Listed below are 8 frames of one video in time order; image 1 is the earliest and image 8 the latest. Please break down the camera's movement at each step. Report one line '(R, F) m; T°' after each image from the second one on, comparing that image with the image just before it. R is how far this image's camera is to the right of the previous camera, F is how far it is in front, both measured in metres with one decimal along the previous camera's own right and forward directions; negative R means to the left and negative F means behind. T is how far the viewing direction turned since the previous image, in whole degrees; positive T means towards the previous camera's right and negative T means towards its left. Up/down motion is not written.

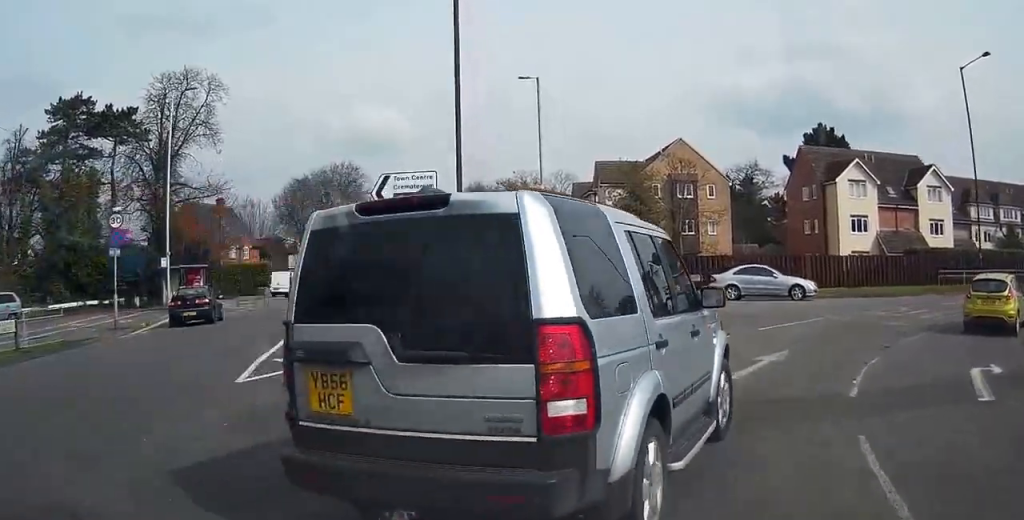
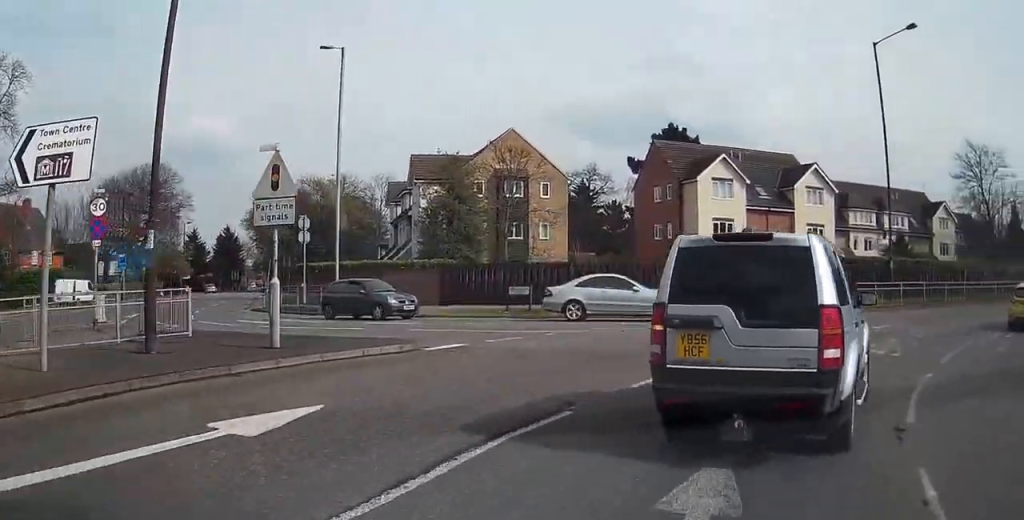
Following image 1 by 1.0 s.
(+1.0, +8.0) m; +11°
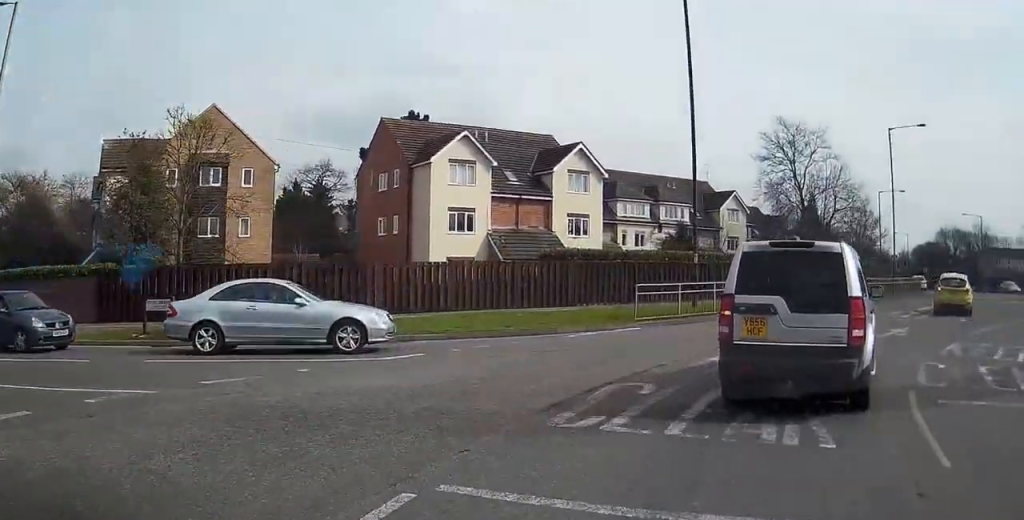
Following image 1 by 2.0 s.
(+0.6, +8.3) m; +14°
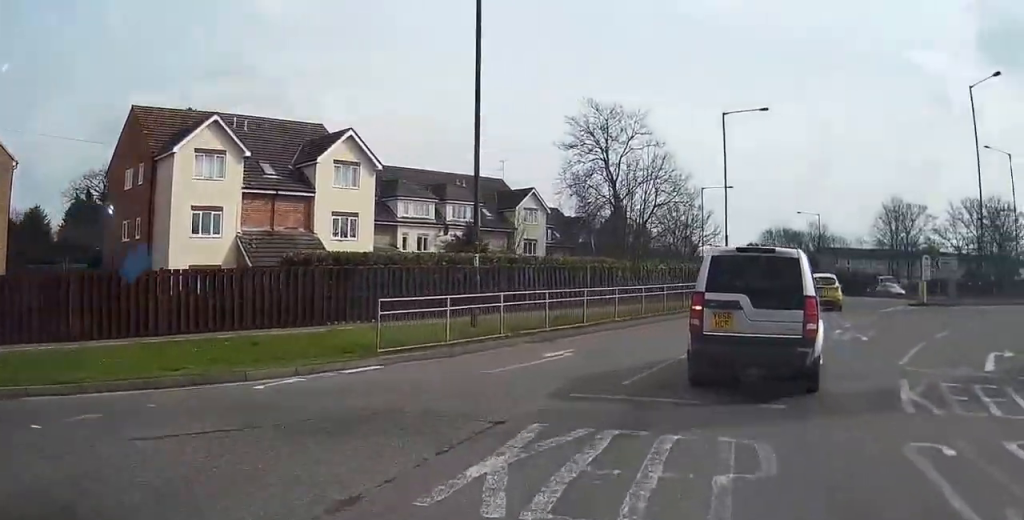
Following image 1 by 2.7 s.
(+0.6, +6.1) m; +13°
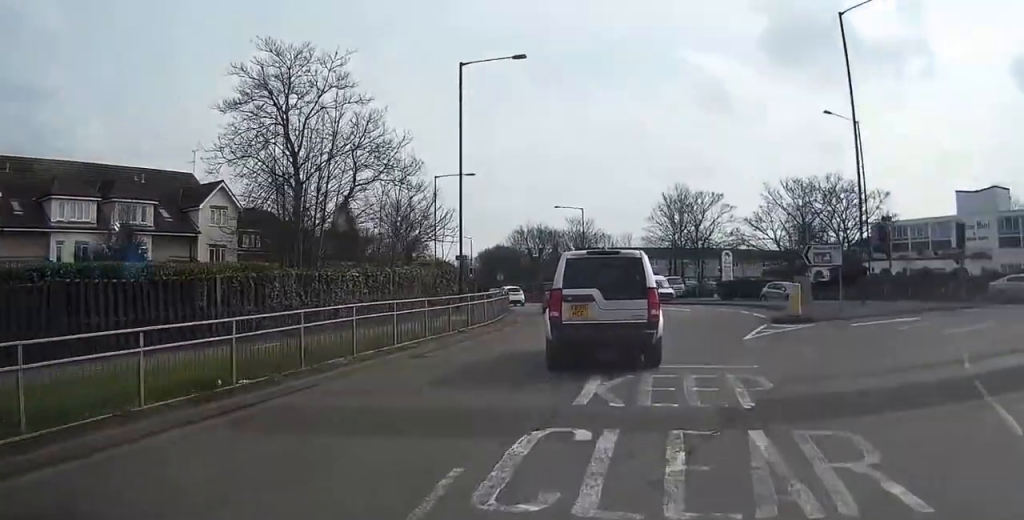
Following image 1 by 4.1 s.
(+2.3, +12.0) m; +12°
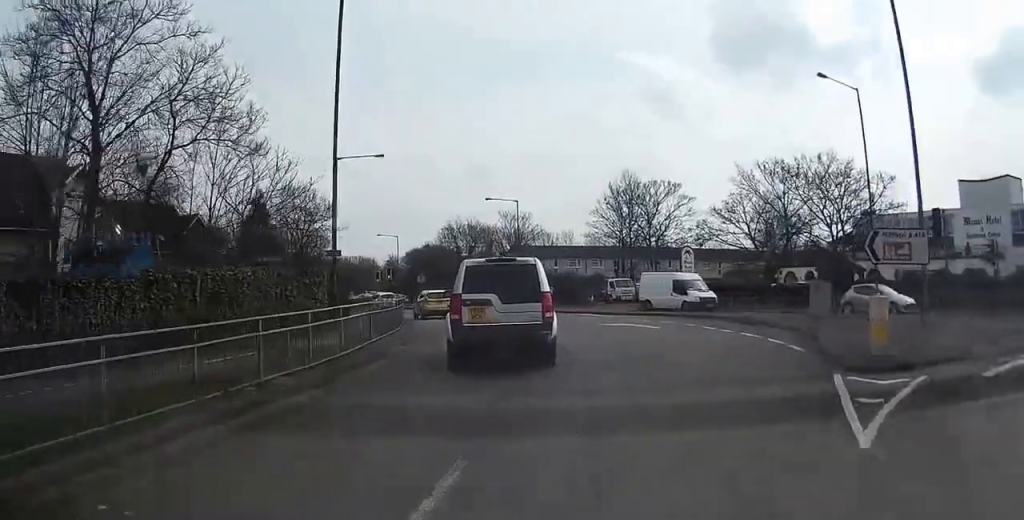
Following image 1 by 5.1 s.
(+0.2, +9.9) m; +9°
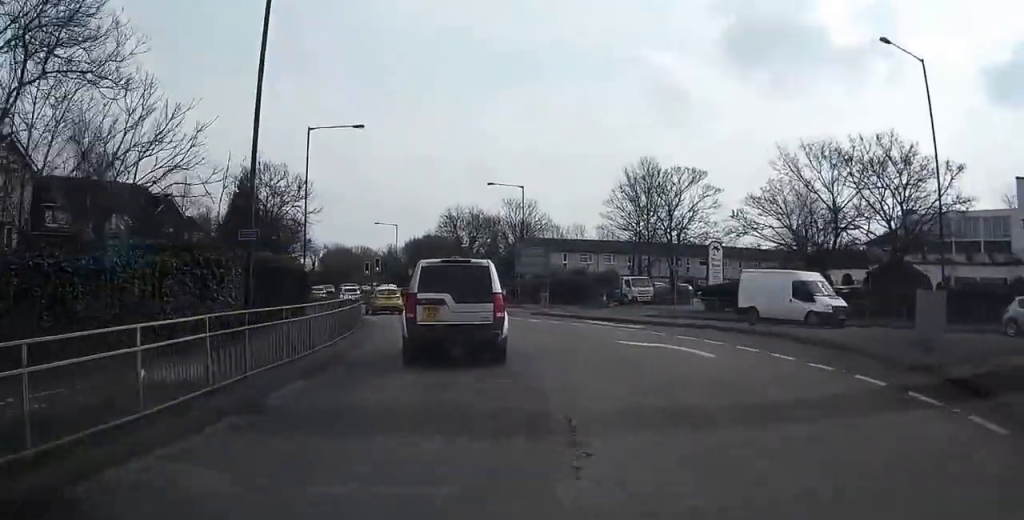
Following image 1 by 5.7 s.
(+0.6, +7.3) m; +6°
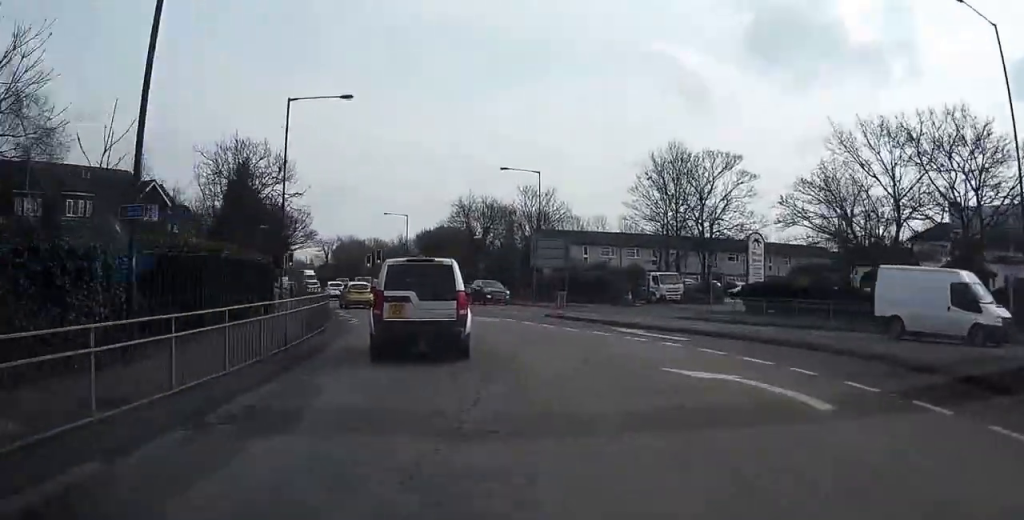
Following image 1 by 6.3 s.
(+0.9, +6.1) m; +3°
